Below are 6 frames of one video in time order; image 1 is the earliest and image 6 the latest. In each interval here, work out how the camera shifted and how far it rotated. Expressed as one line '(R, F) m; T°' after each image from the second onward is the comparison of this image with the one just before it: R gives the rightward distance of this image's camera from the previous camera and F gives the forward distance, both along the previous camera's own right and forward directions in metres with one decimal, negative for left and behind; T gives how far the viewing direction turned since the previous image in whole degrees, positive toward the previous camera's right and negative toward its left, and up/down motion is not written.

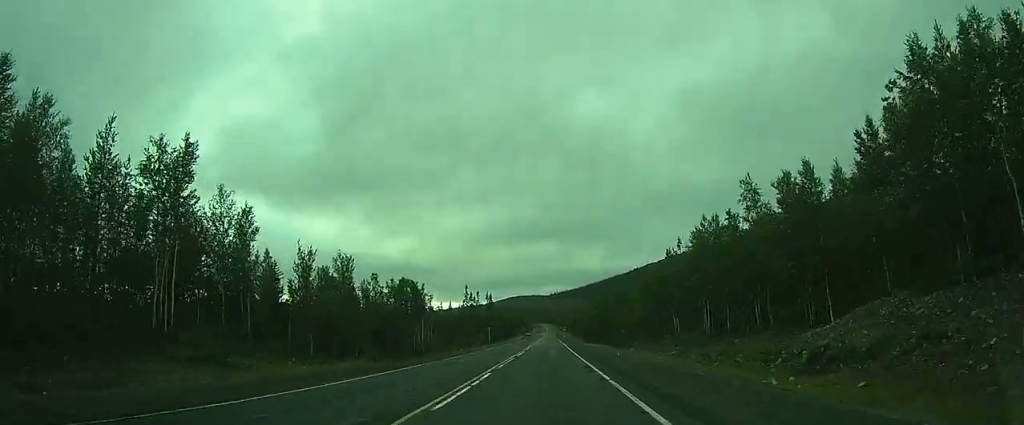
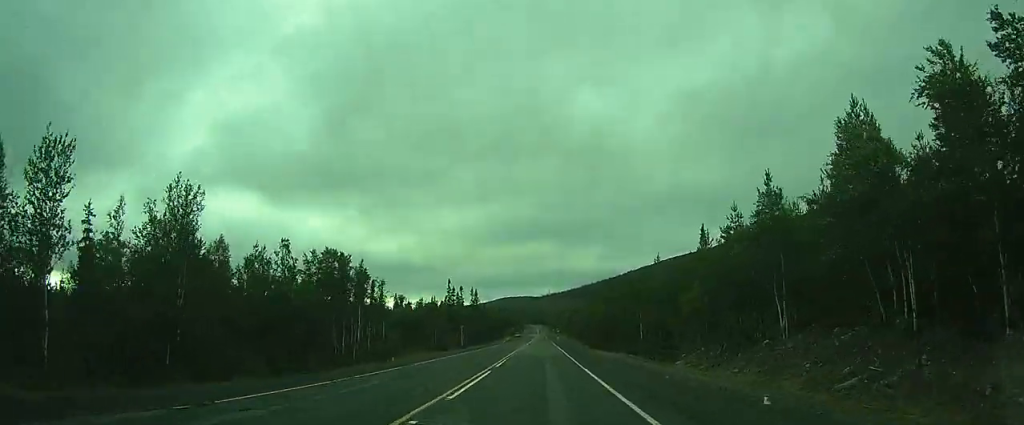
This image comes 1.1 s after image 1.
(+0.1, +21.8) m; 0°
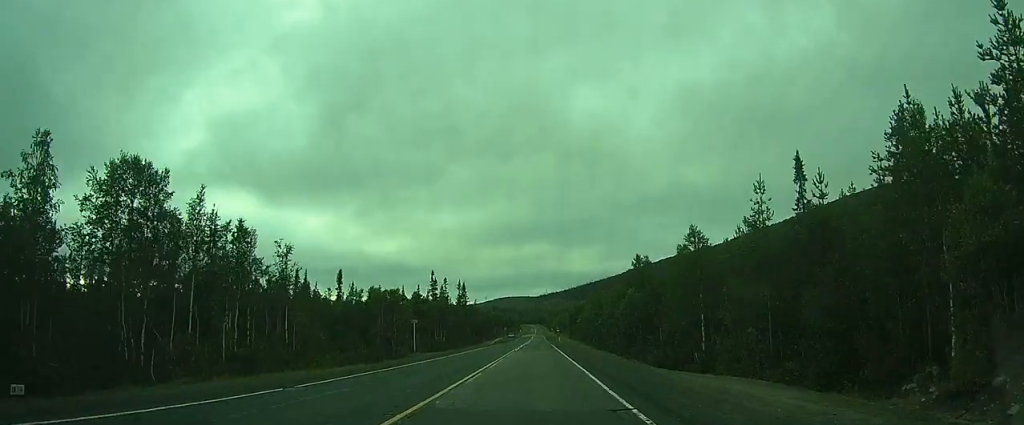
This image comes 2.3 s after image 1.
(-0.2, +24.4) m; 0°
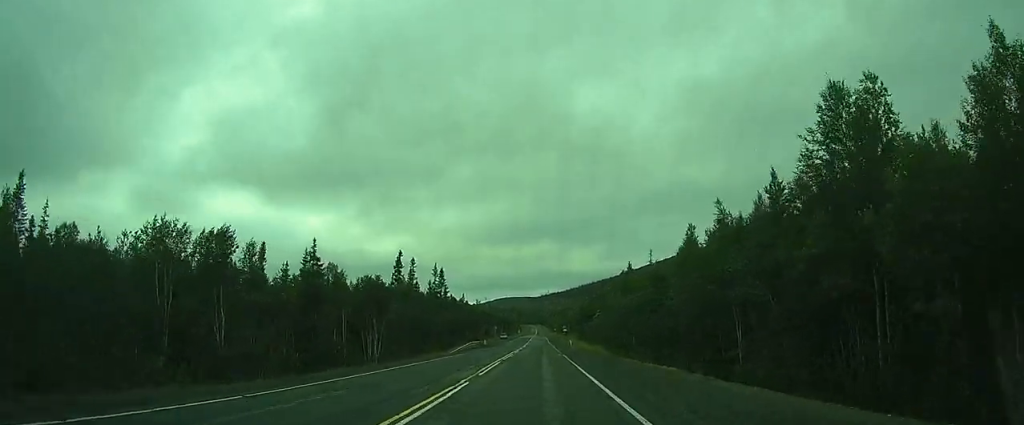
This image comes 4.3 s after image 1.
(+0.6, +39.0) m; +1°
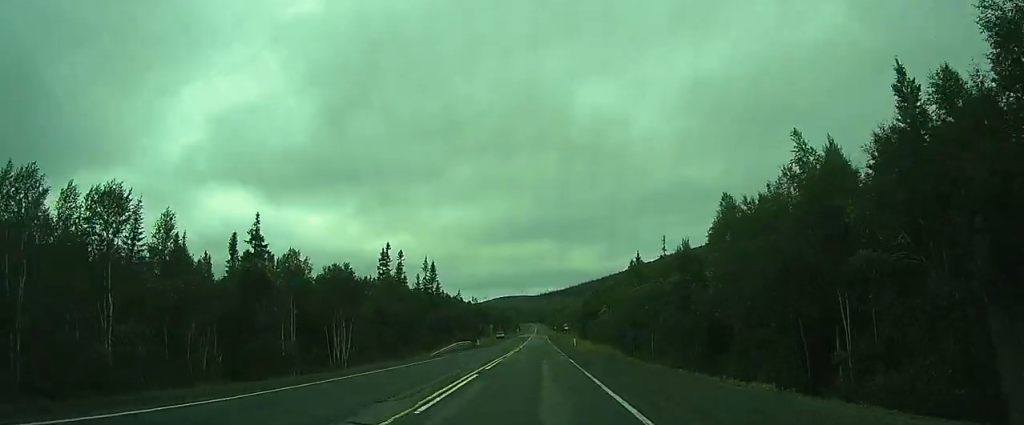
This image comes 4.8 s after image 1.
(0.0, +9.3) m; 0°
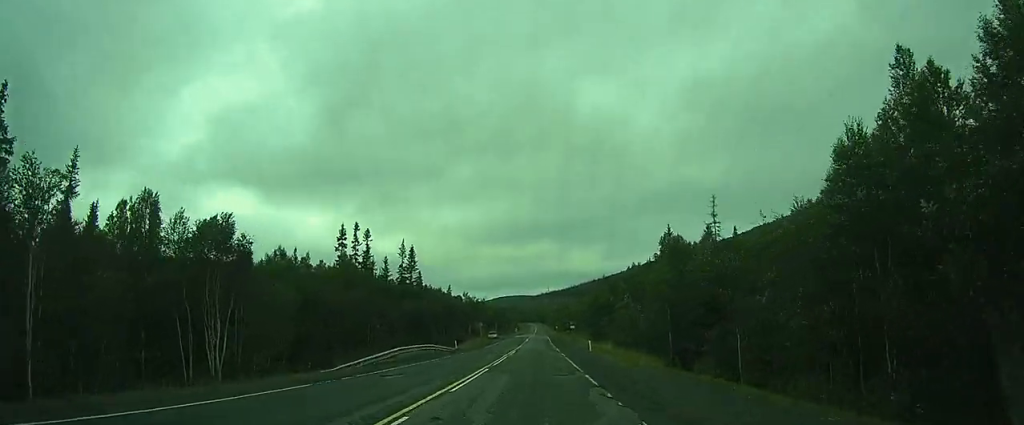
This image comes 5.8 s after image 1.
(-0.1, +19.8) m; -1°
